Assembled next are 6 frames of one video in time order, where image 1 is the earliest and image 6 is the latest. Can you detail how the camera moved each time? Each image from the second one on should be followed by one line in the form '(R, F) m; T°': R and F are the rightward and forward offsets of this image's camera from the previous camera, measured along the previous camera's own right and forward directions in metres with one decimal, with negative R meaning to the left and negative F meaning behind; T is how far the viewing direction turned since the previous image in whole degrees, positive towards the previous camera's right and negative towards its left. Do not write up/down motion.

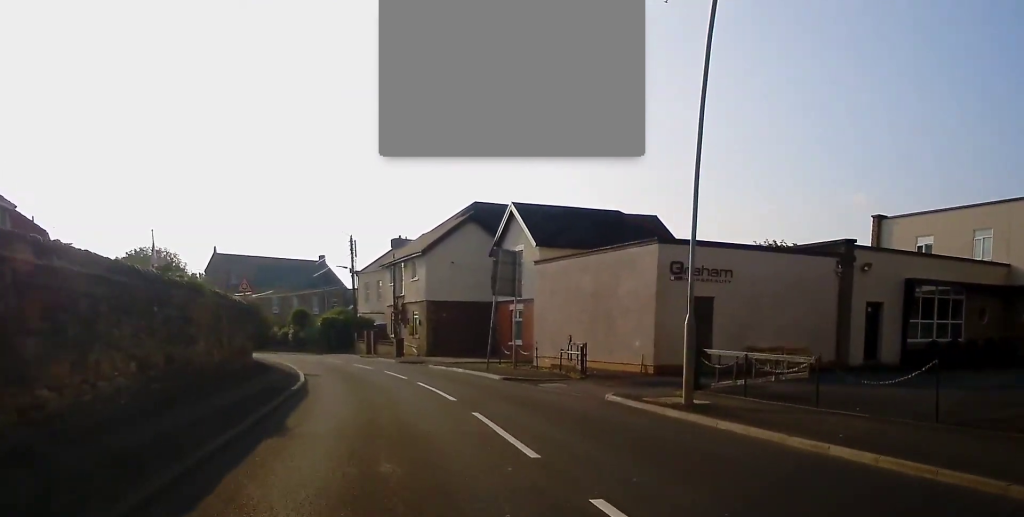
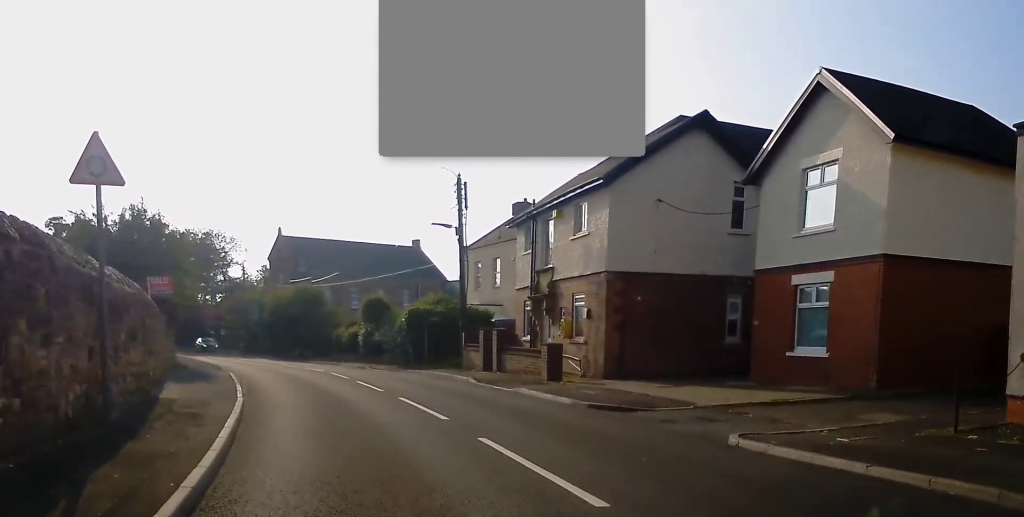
(-1.0, +21.9) m; -5°
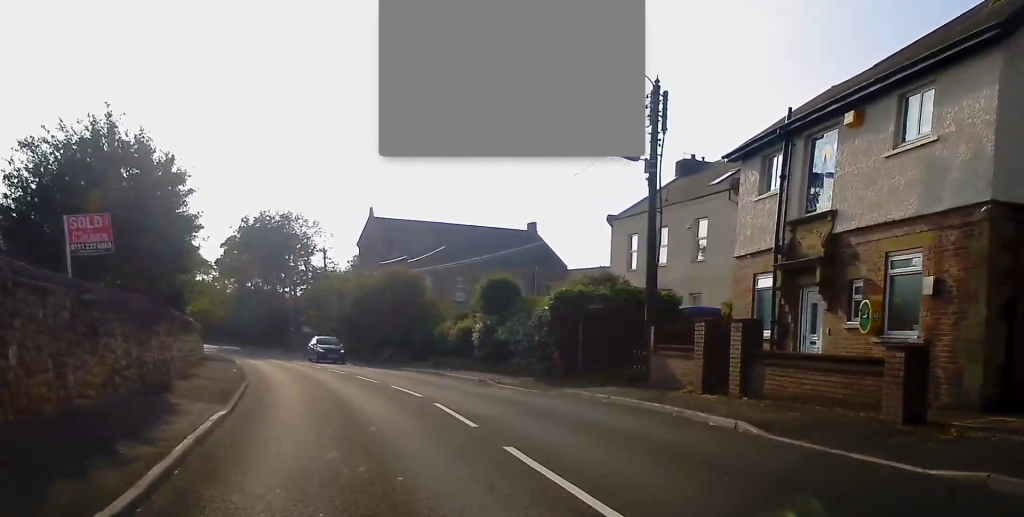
(-0.6, +13.1) m; -8°
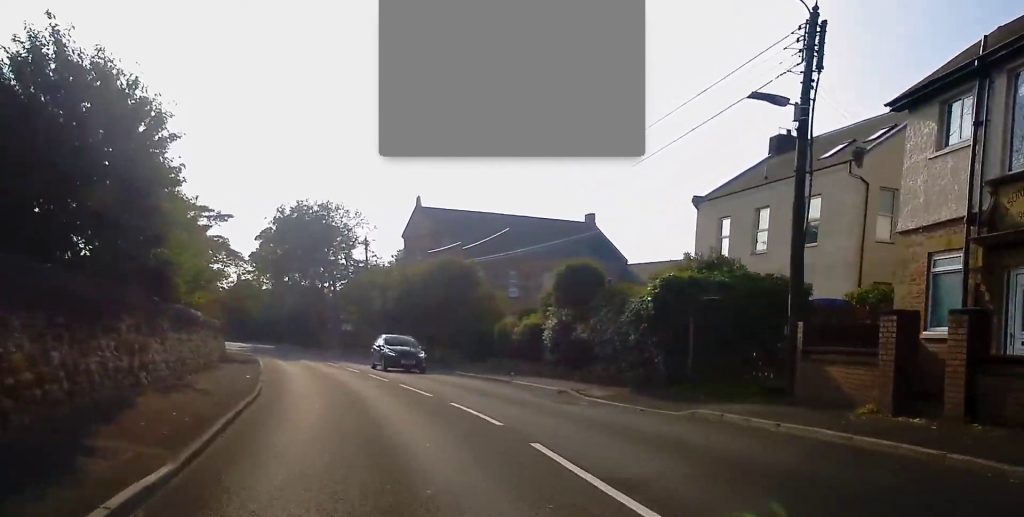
(-0.3, +5.5) m; -5°
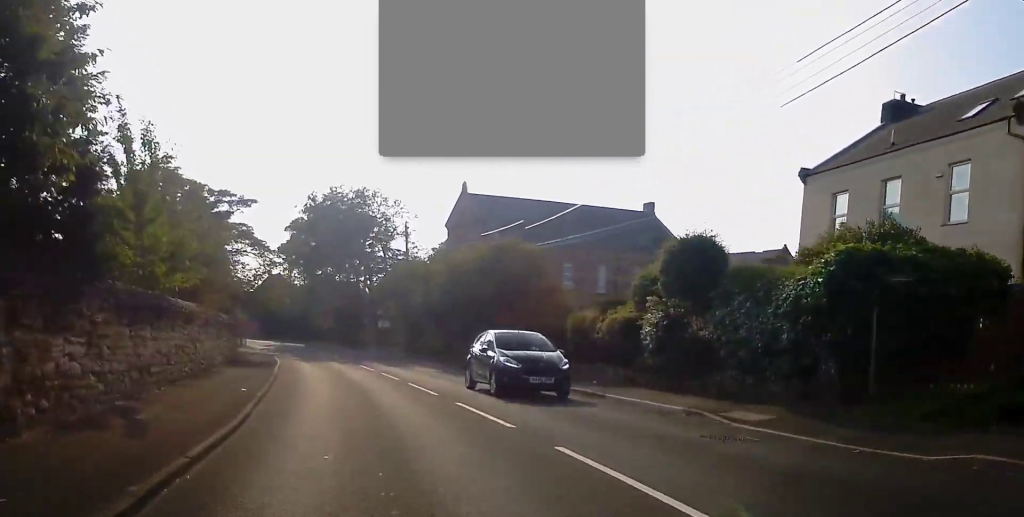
(-0.2, +6.1) m; -2°
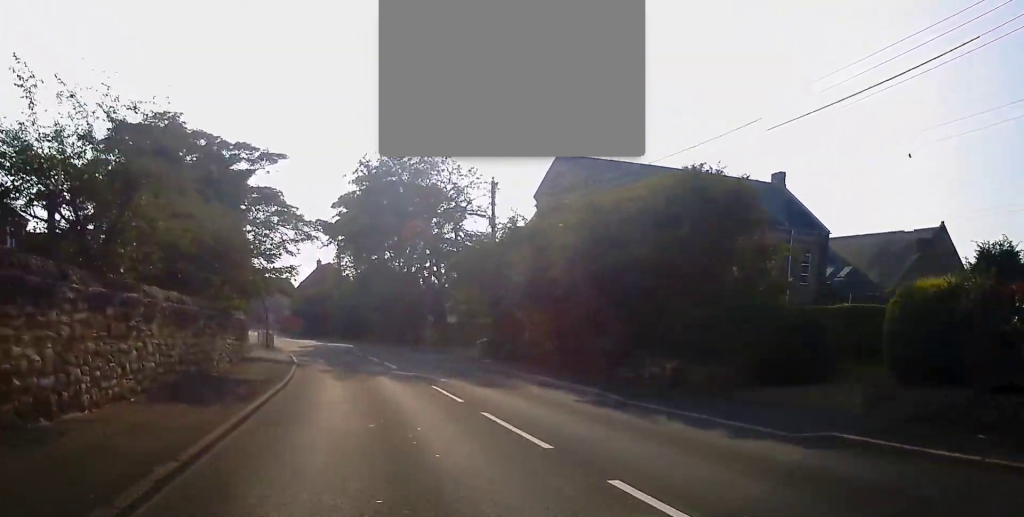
(-0.3, +14.3) m; -4°
